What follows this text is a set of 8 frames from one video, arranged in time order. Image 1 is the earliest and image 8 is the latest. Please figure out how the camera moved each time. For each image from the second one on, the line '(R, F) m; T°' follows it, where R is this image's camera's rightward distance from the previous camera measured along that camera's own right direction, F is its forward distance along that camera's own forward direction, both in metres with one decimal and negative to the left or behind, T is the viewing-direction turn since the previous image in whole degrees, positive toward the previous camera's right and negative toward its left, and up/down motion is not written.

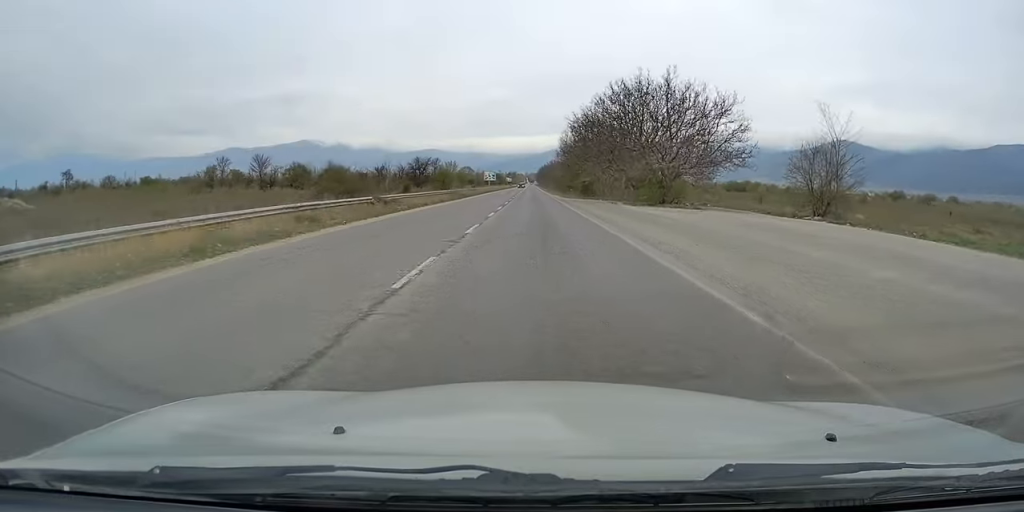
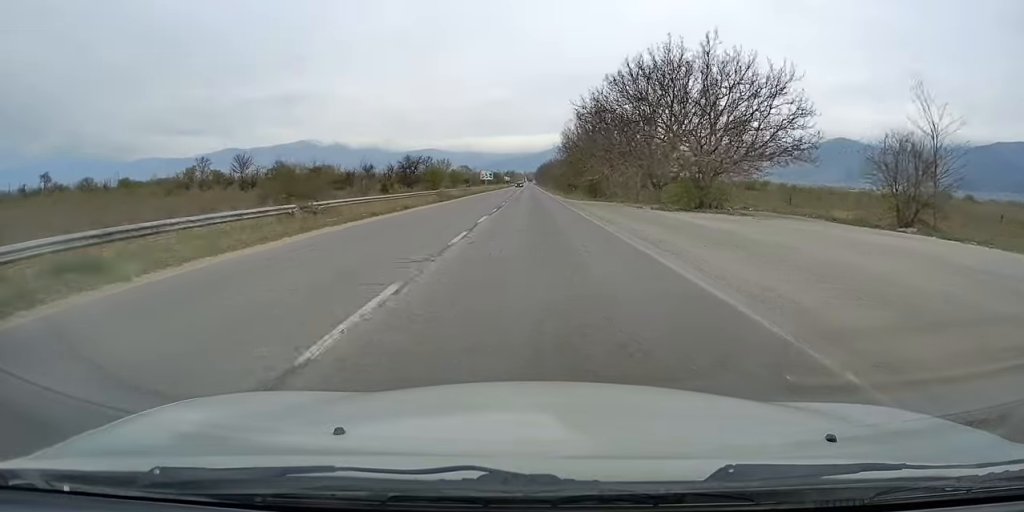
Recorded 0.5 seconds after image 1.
(+0.1, +11.0) m; 0°
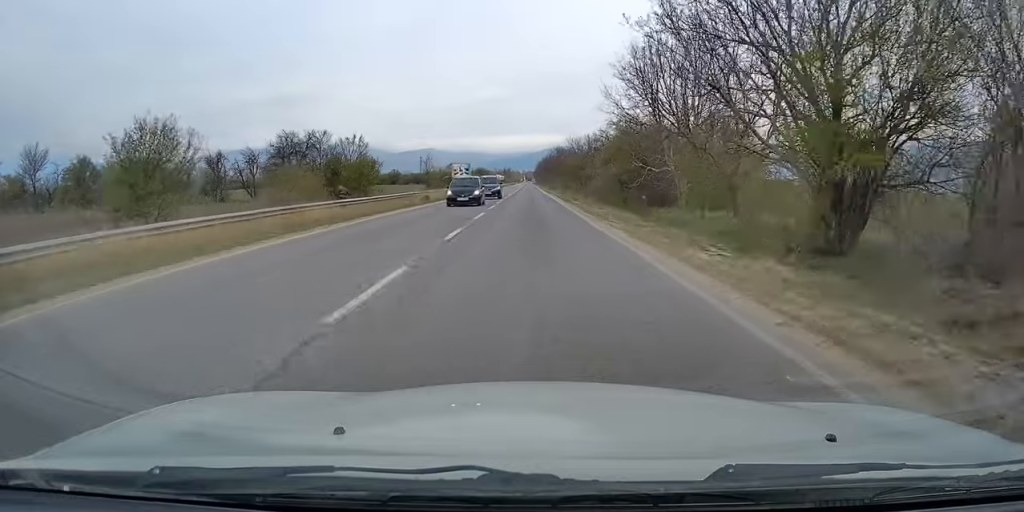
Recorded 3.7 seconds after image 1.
(+0.1, +76.9) m; 0°
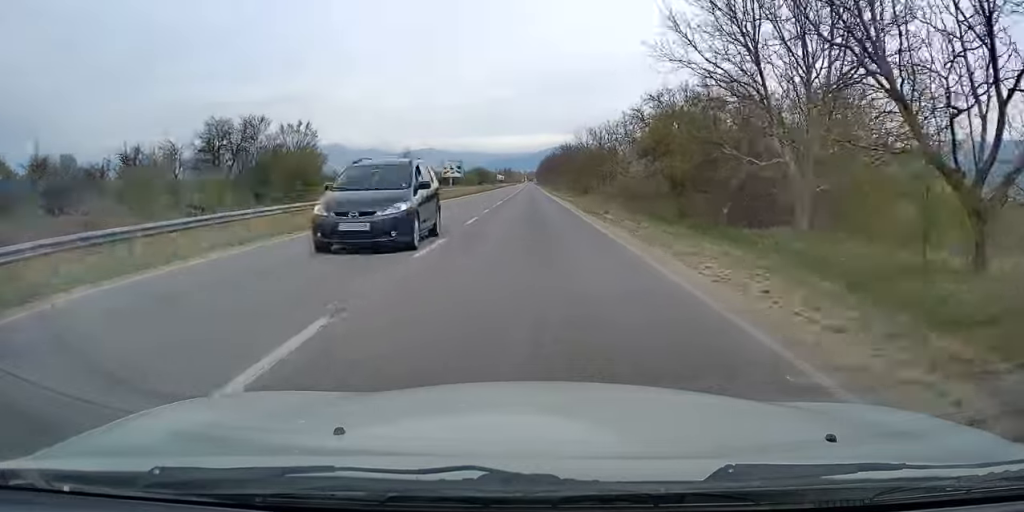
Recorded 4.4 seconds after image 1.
(+0.1, +18.6) m; 0°
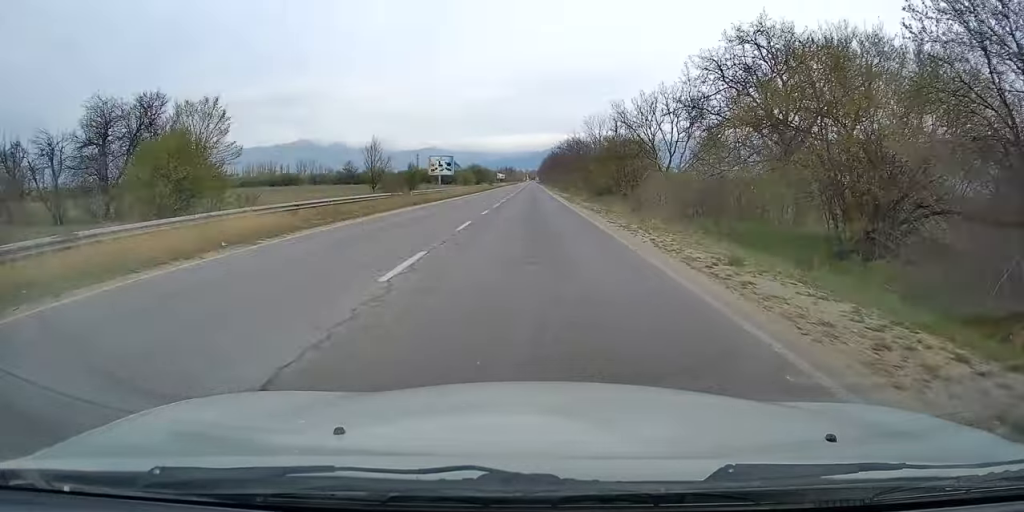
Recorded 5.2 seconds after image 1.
(+0.1, +17.8) m; 0°
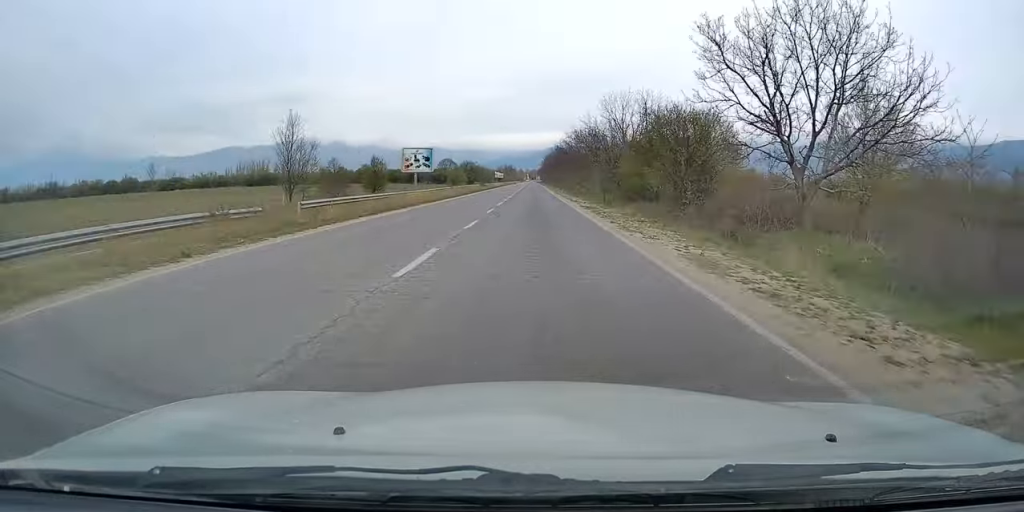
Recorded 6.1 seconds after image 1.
(-0.2, +22.5) m; 0°
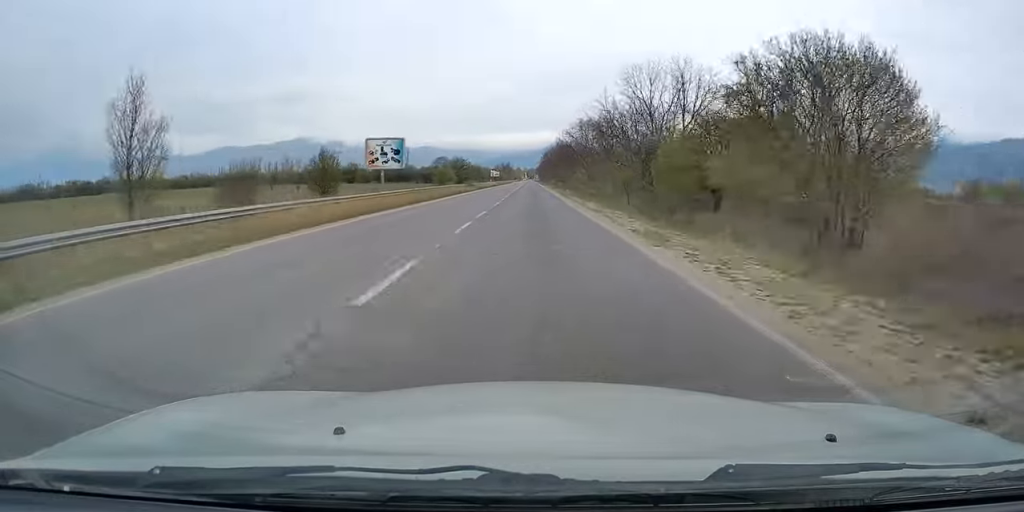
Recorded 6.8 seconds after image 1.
(+0.2, +17.6) m; 0°
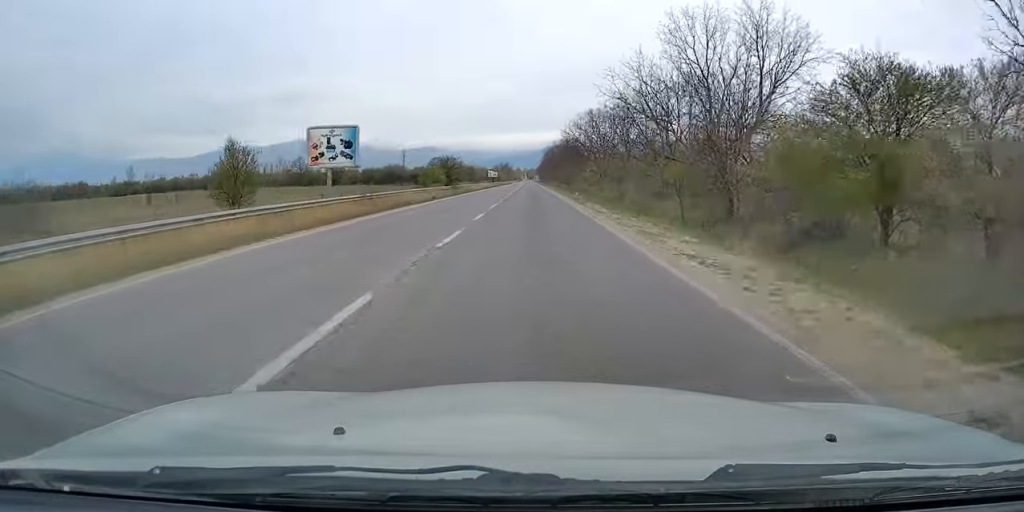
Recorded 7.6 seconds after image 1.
(-0.1, +17.6) m; 0°
